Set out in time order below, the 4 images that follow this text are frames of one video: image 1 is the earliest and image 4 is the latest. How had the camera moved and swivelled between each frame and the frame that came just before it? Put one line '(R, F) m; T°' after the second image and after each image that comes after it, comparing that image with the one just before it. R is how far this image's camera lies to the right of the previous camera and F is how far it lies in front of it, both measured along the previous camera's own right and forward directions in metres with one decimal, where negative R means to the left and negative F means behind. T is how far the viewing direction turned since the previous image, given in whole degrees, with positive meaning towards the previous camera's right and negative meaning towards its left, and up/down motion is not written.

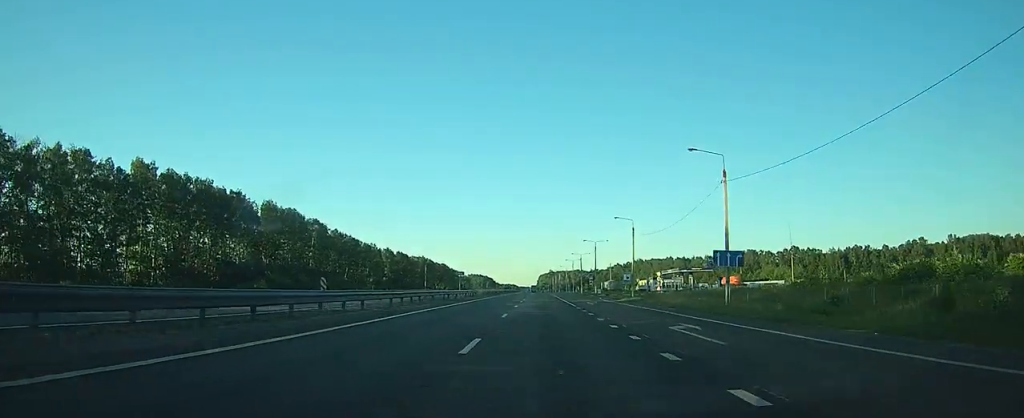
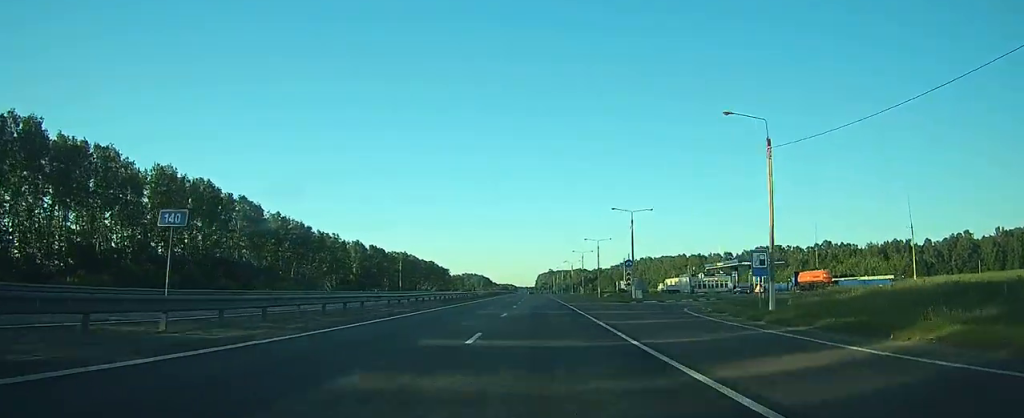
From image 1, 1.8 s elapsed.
(-0.1, +46.1) m; 0°
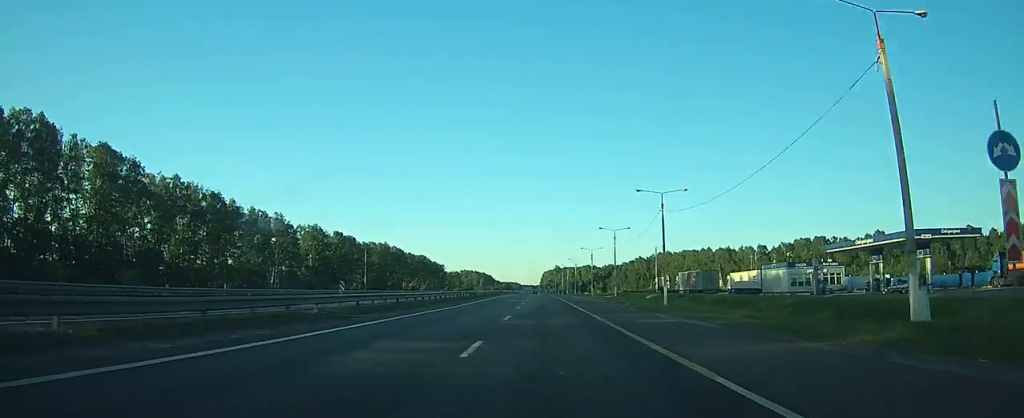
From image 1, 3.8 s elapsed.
(-0.3, +50.8) m; 0°
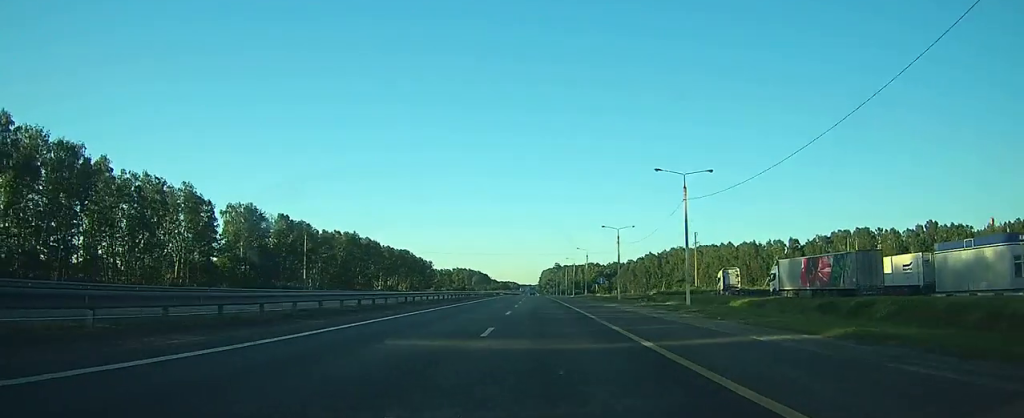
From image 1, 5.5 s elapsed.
(+0.1, +43.7) m; 0°
